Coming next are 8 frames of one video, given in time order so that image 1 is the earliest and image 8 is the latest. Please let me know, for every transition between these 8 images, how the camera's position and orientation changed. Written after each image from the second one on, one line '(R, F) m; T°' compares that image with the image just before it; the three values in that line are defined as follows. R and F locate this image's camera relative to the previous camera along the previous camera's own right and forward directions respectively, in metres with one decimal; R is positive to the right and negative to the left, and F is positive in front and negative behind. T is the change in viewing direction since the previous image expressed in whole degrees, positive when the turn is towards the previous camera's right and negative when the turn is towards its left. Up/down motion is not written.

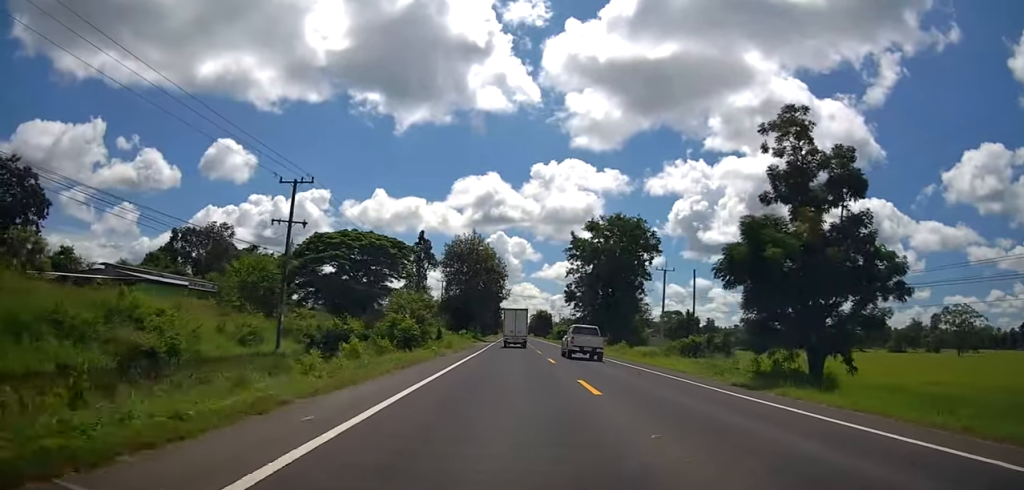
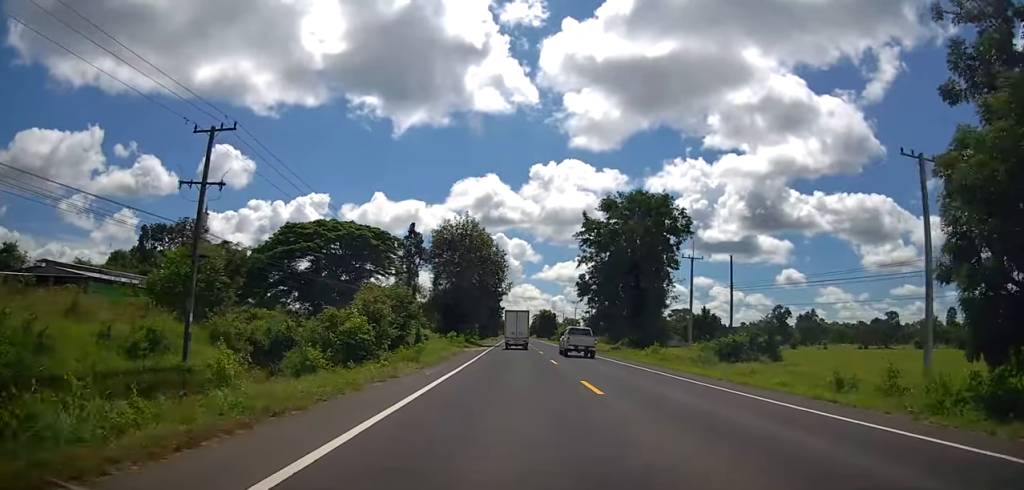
(0.0, +11.6) m; 0°
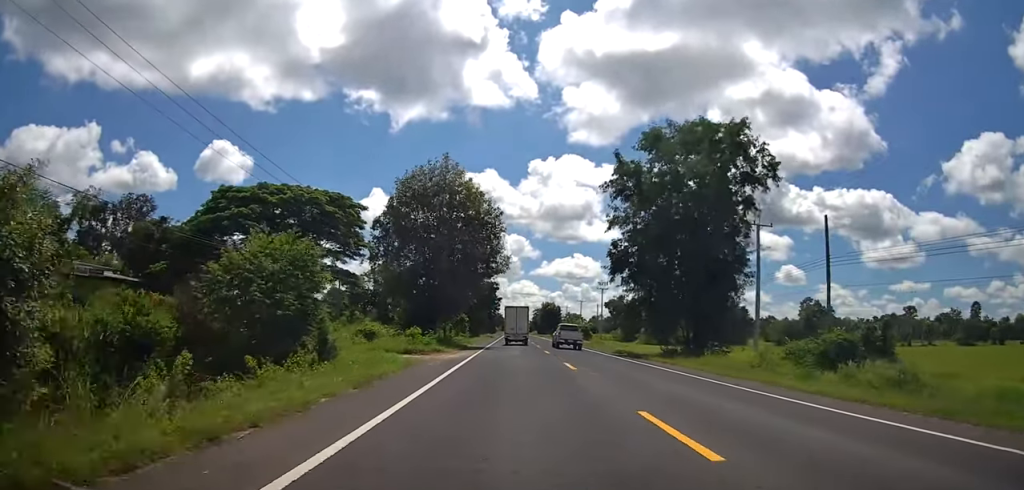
(0.0, +18.5) m; 0°
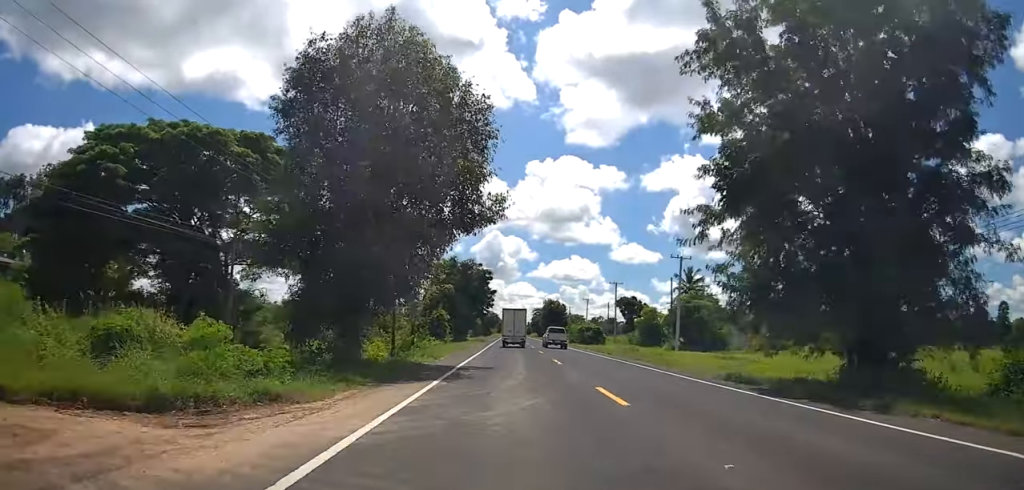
(0.0, +19.9) m; -2°
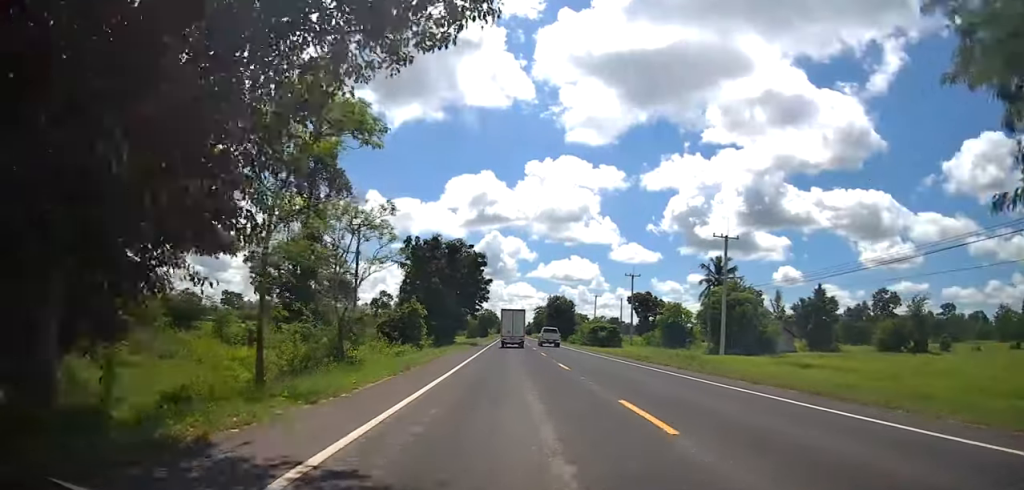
(-0.6, +14.8) m; 0°
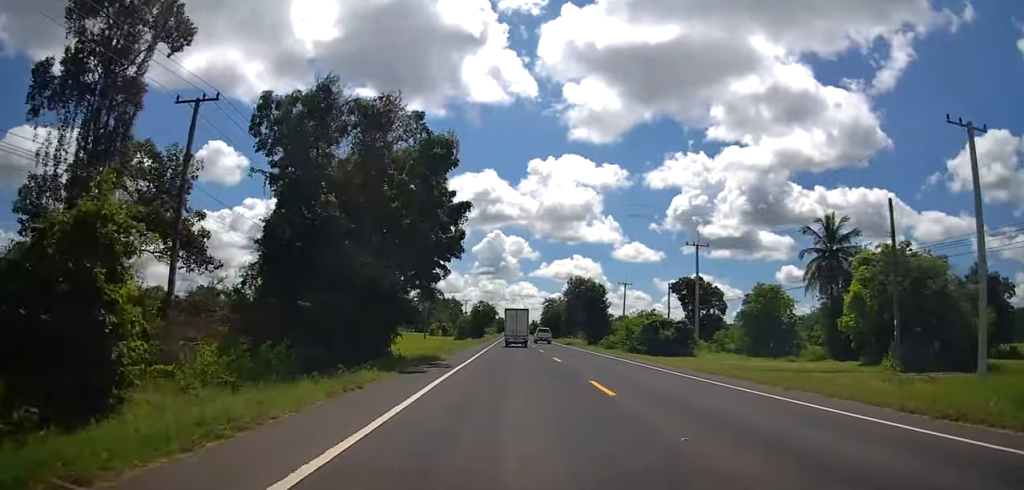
(+0.8, +31.8) m; +2°
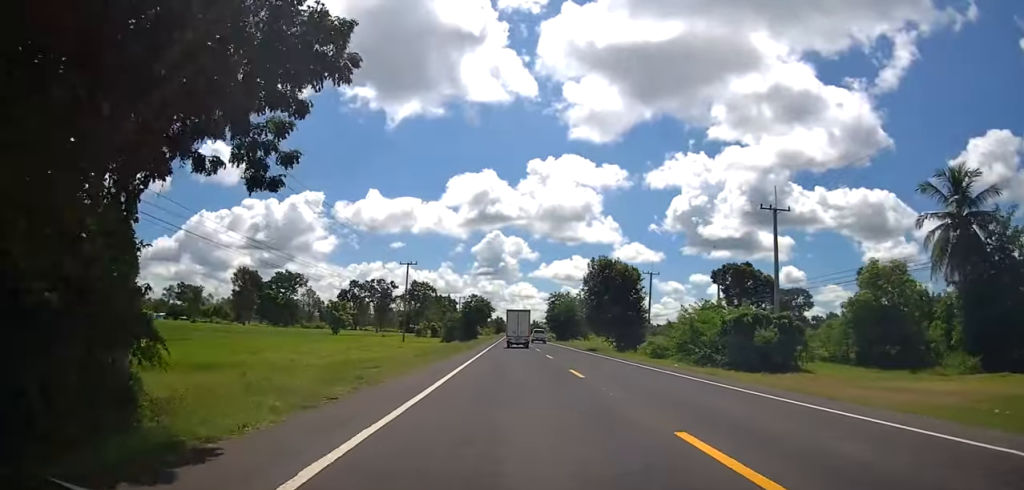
(0.0, +19.3) m; 0°
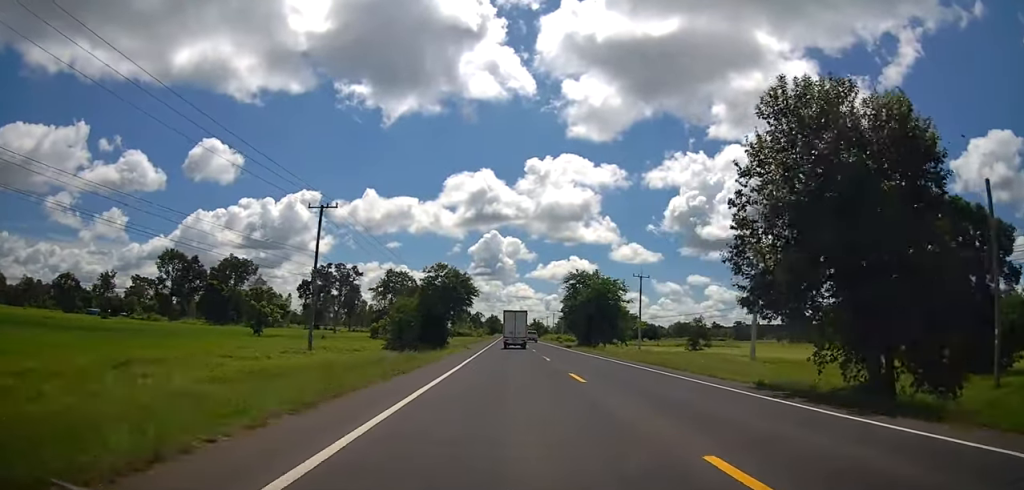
(-0.1, +37.3) m; 0°
